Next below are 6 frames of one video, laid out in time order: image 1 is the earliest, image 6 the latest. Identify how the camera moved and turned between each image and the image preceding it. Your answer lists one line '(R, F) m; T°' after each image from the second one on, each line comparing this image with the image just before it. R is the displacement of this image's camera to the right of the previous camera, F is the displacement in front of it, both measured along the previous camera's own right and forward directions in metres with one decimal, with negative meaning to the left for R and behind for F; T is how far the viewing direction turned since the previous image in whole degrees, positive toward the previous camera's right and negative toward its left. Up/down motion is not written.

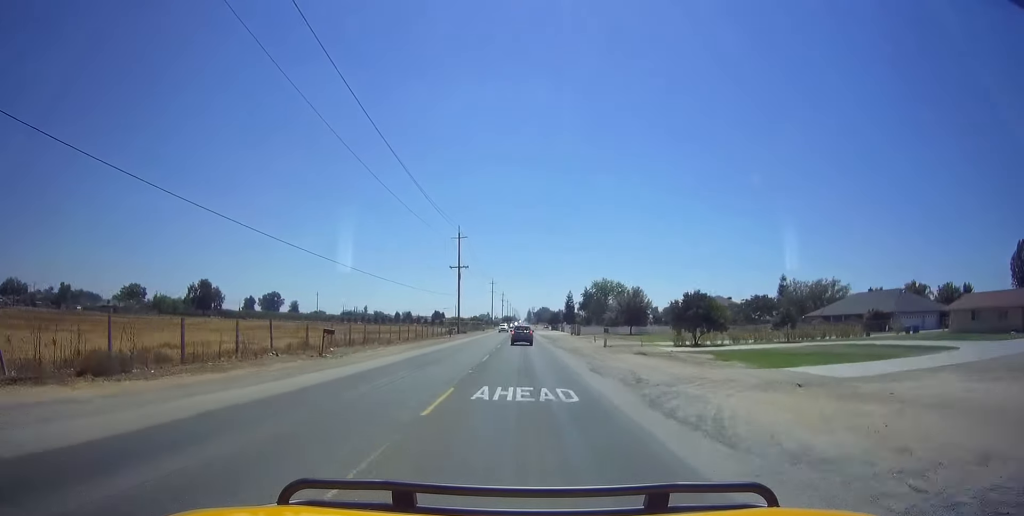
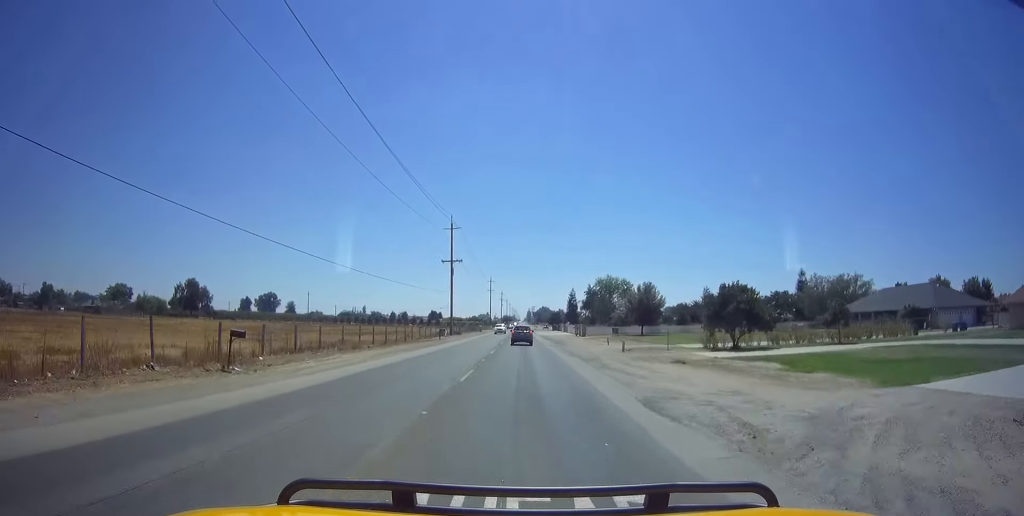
(0.0, +8.2) m; 0°
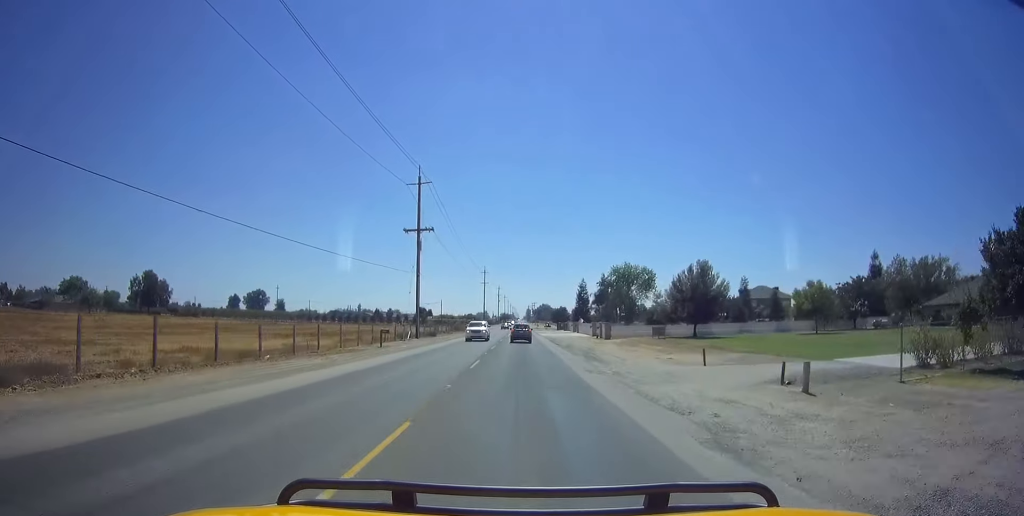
(0.0, +23.8) m; 0°
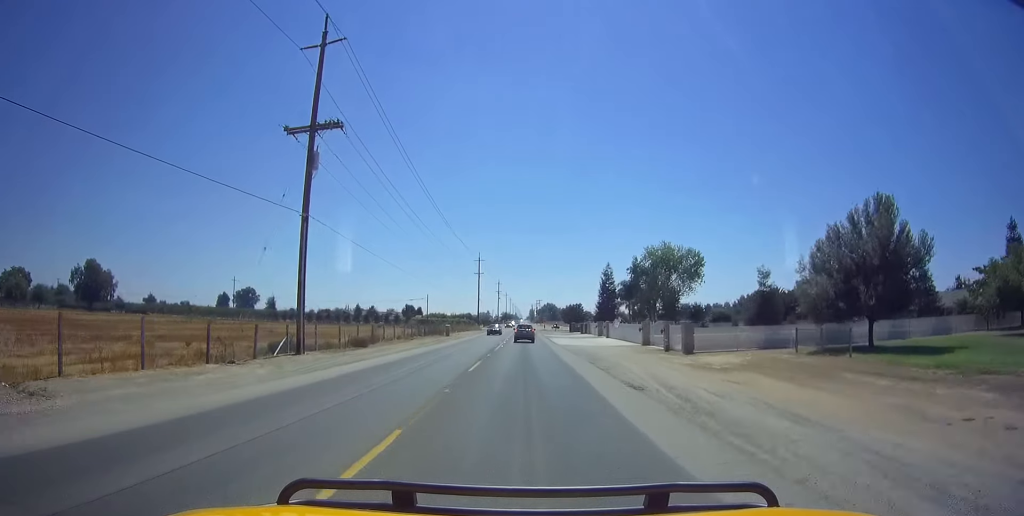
(0.0, +27.9) m; 0°
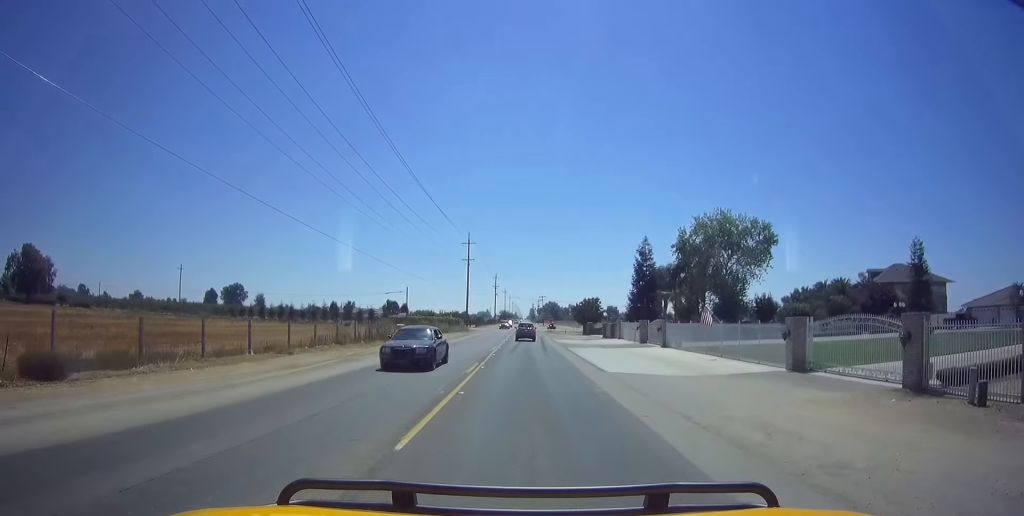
(0.0, +24.0) m; 0°
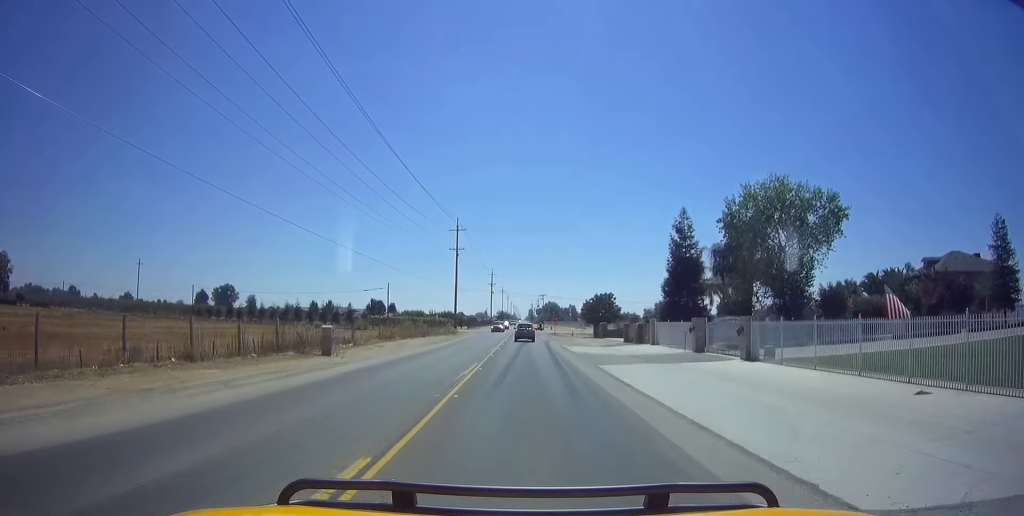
(0.0, +13.9) m; 0°
